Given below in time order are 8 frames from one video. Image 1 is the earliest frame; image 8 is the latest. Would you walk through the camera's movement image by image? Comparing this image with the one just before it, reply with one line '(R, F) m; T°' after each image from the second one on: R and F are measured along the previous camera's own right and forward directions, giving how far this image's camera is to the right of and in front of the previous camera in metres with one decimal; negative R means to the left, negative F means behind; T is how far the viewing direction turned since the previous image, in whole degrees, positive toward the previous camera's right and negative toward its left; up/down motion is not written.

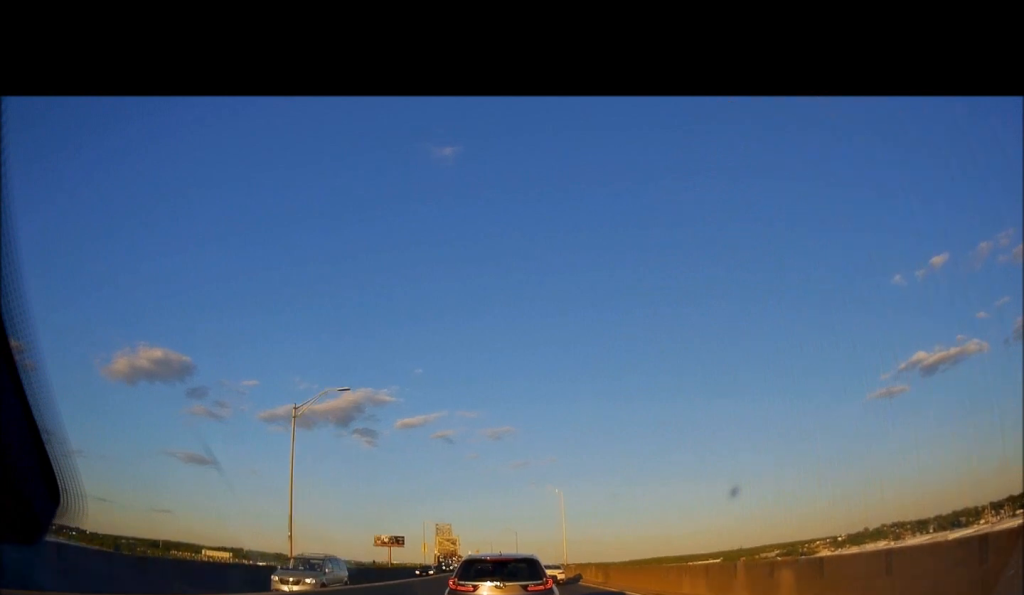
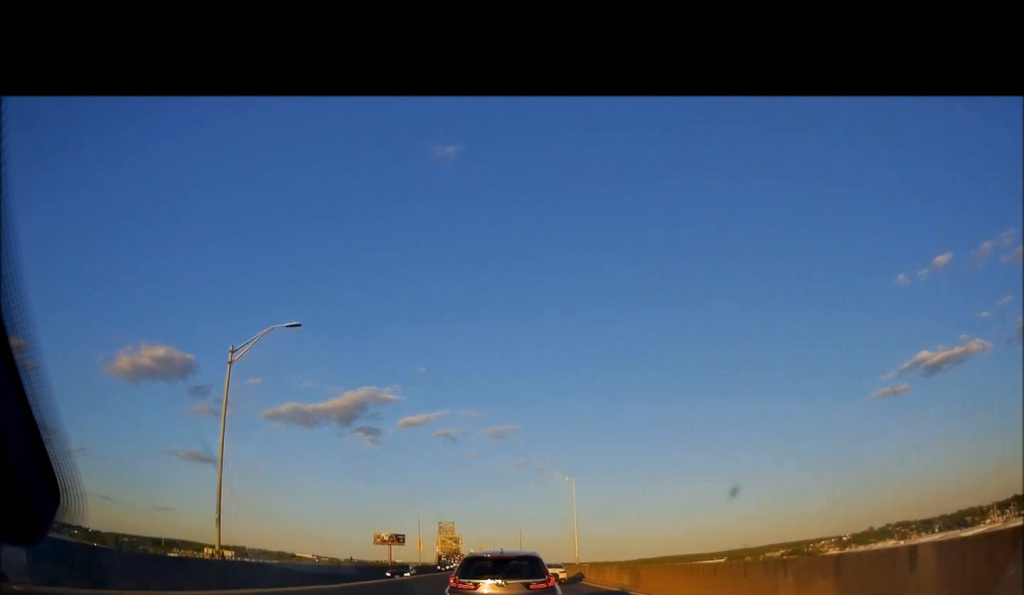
(-0.1, +8.2) m; +1°
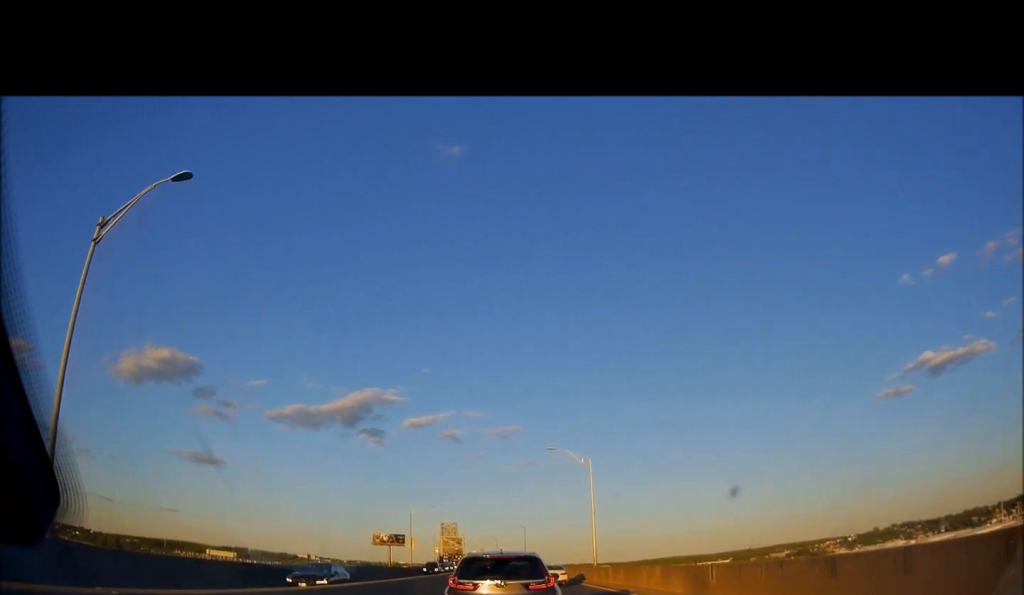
(0.0, +10.0) m; 0°
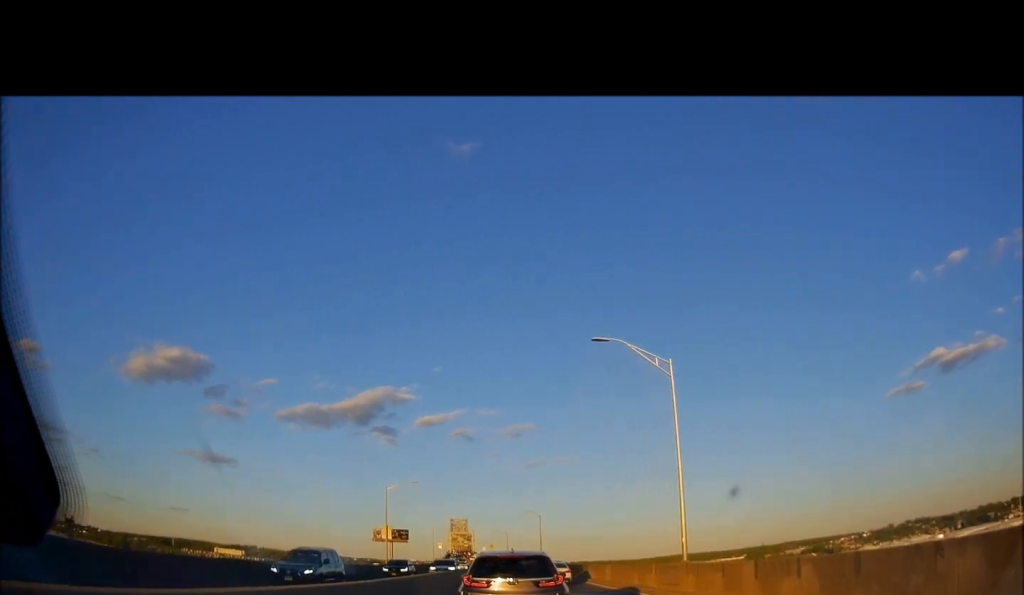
(-0.2, +21.2) m; -2°
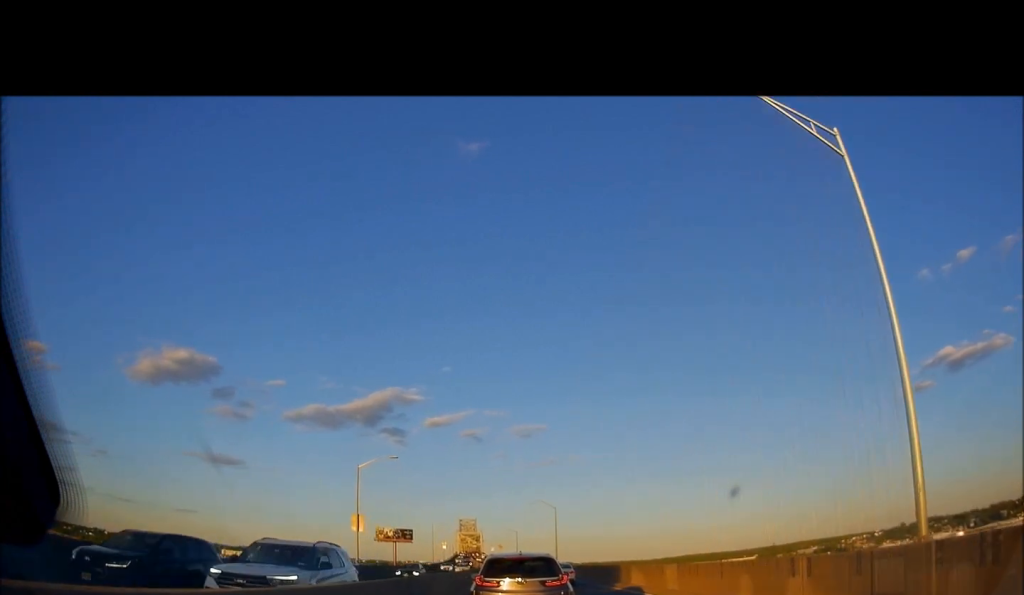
(-0.3, +13.9) m; -1°
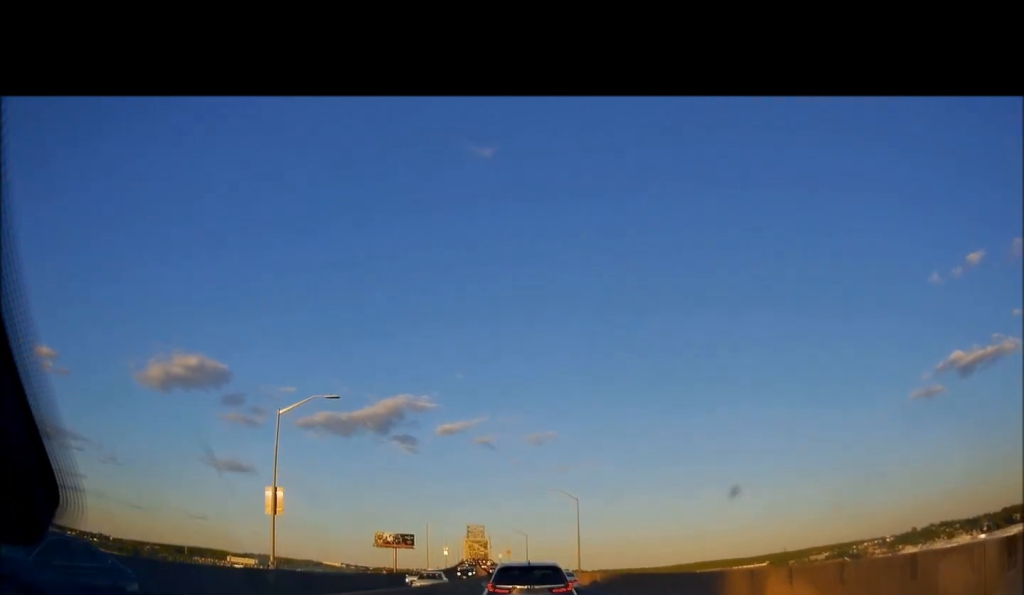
(+0.2, +16.9) m; -1°
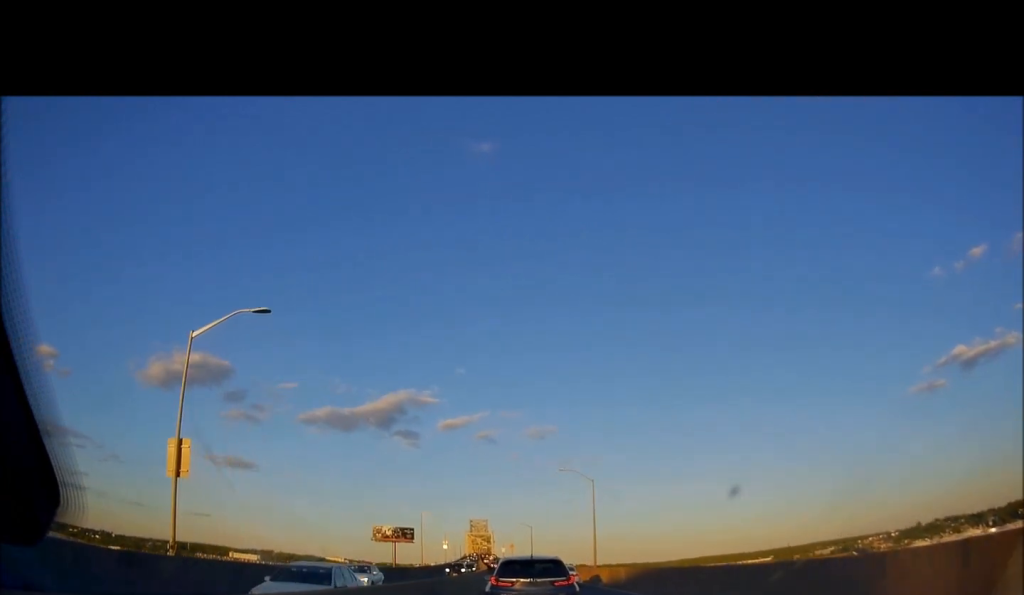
(-0.2, +8.6) m; -1°
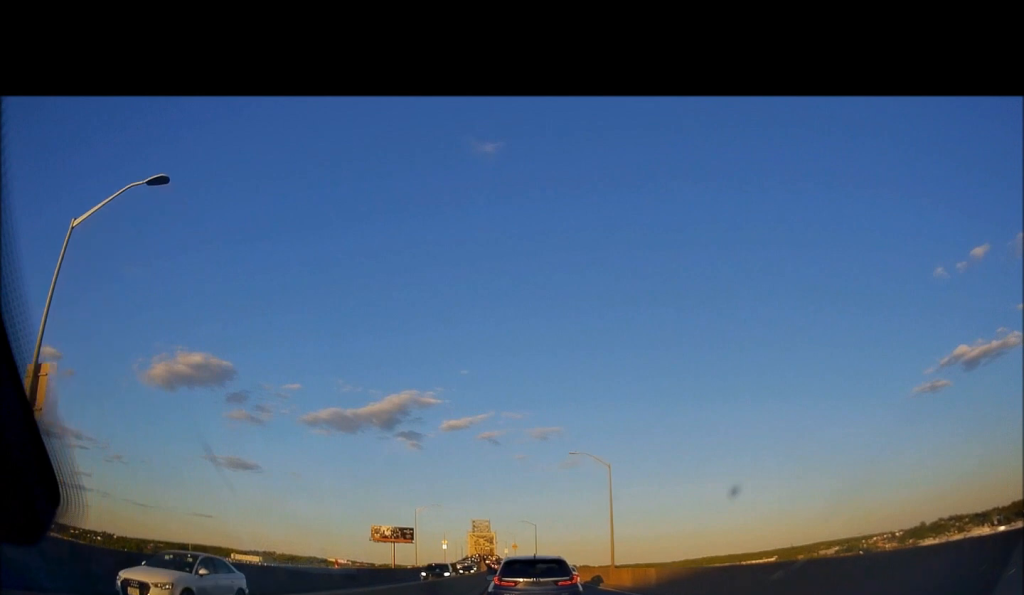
(0.0, +6.9) m; 0°
